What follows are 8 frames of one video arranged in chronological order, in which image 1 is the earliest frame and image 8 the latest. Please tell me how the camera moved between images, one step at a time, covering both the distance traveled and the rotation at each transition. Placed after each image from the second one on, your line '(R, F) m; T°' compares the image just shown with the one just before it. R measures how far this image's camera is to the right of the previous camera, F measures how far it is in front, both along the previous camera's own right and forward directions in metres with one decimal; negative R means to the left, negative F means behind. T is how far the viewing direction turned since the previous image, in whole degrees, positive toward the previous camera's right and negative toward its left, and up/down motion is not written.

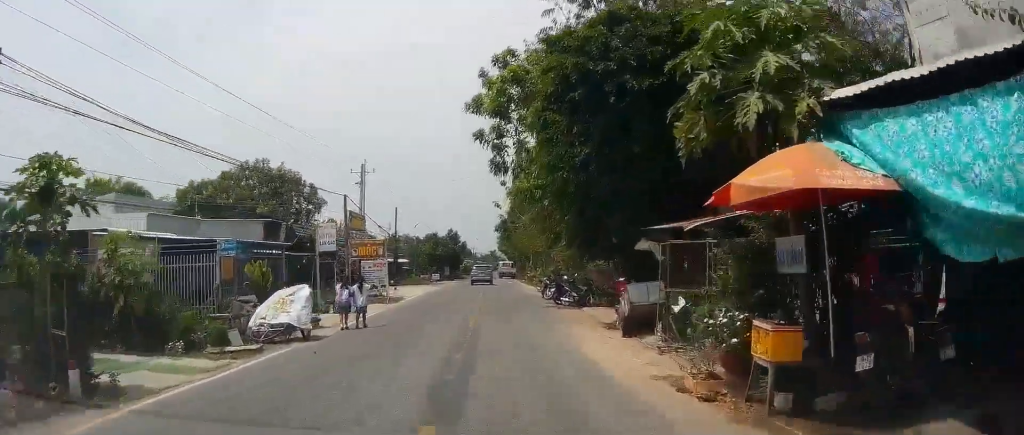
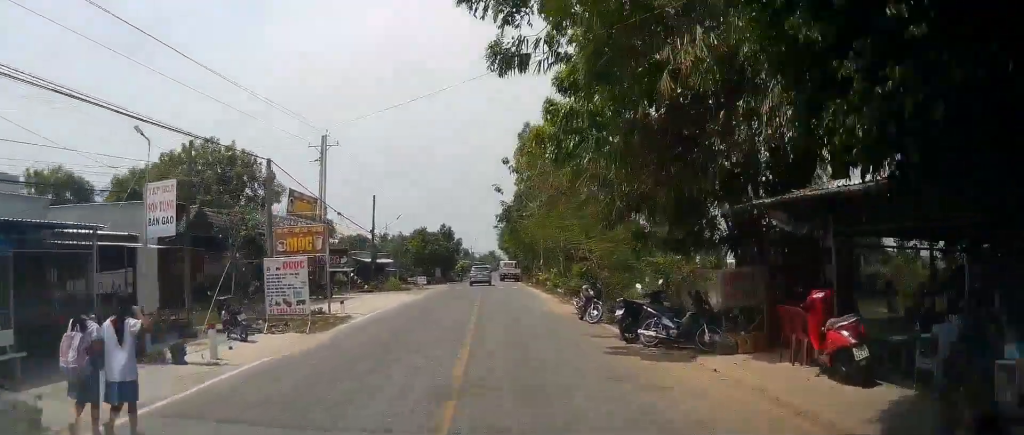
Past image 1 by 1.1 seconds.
(+0.2, +12.6) m; +1°
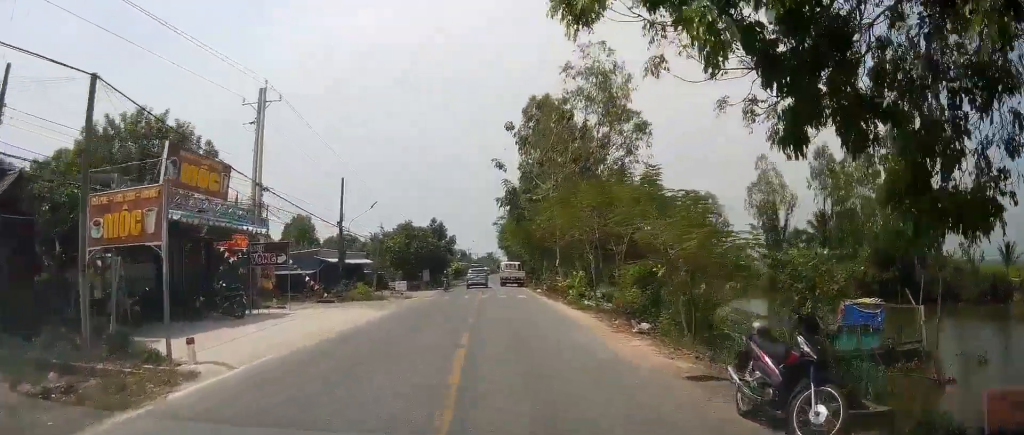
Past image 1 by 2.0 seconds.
(0.0, +11.7) m; -2°
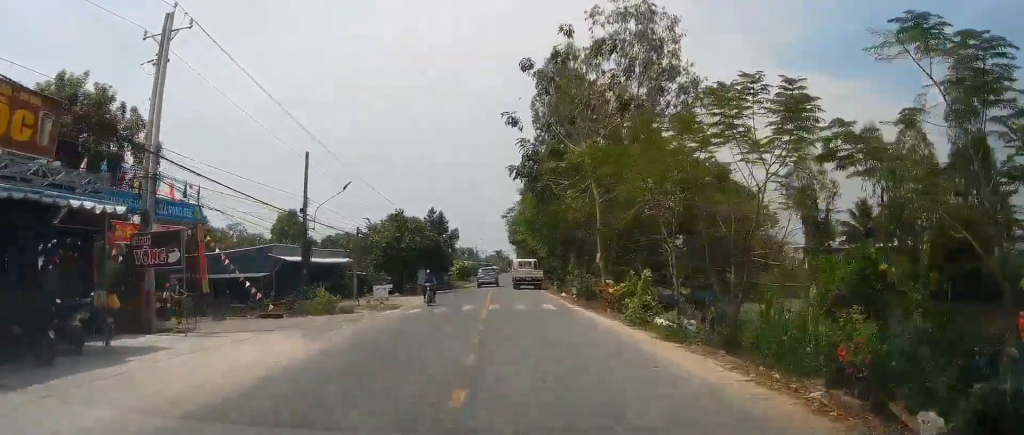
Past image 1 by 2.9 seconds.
(-0.4, +10.7) m; -2°
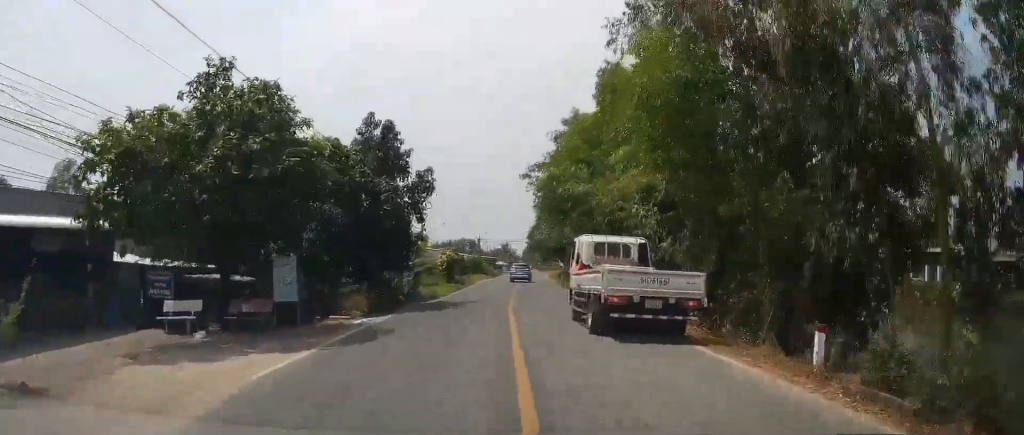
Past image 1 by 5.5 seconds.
(0.0, +33.4) m; 0°
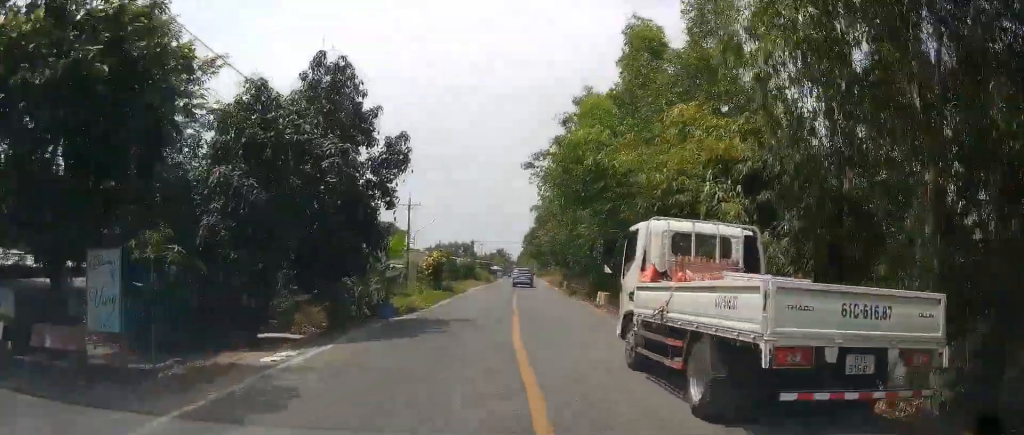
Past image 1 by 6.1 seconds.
(0.0, +7.3) m; +1°
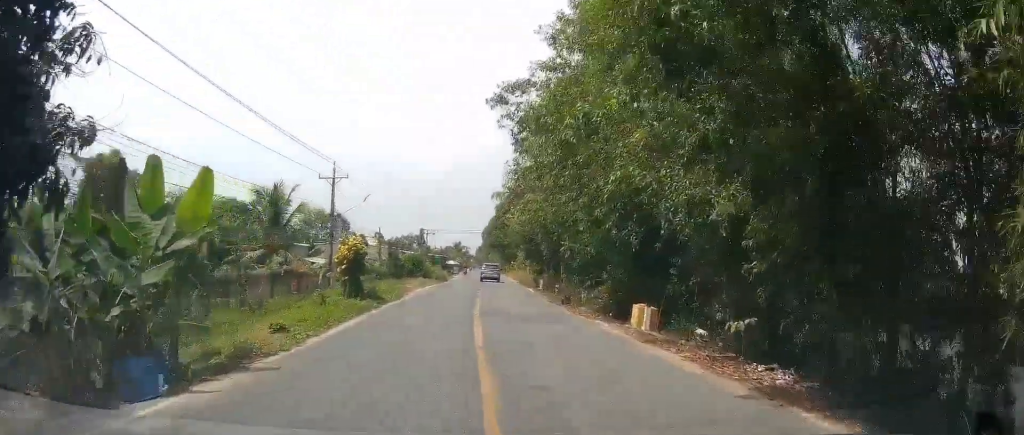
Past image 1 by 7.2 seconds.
(+0.3, +14.9) m; +2°
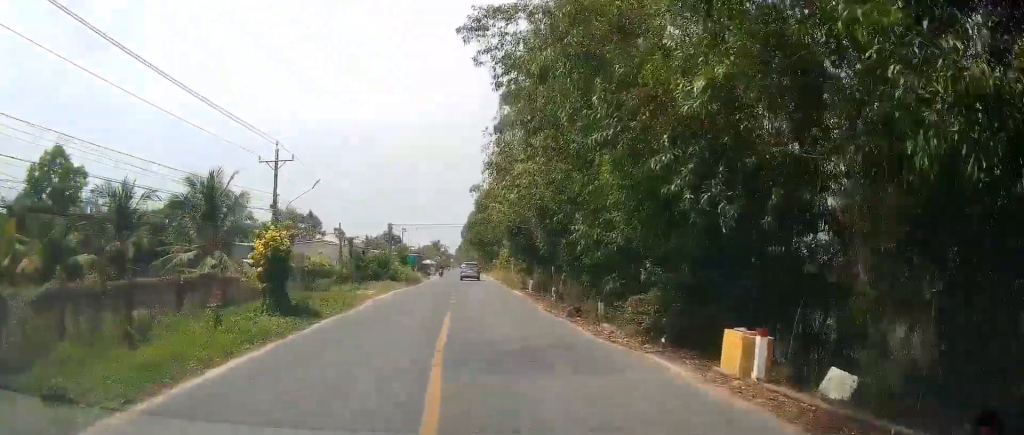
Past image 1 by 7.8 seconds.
(+0.1, +8.0) m; +1°
